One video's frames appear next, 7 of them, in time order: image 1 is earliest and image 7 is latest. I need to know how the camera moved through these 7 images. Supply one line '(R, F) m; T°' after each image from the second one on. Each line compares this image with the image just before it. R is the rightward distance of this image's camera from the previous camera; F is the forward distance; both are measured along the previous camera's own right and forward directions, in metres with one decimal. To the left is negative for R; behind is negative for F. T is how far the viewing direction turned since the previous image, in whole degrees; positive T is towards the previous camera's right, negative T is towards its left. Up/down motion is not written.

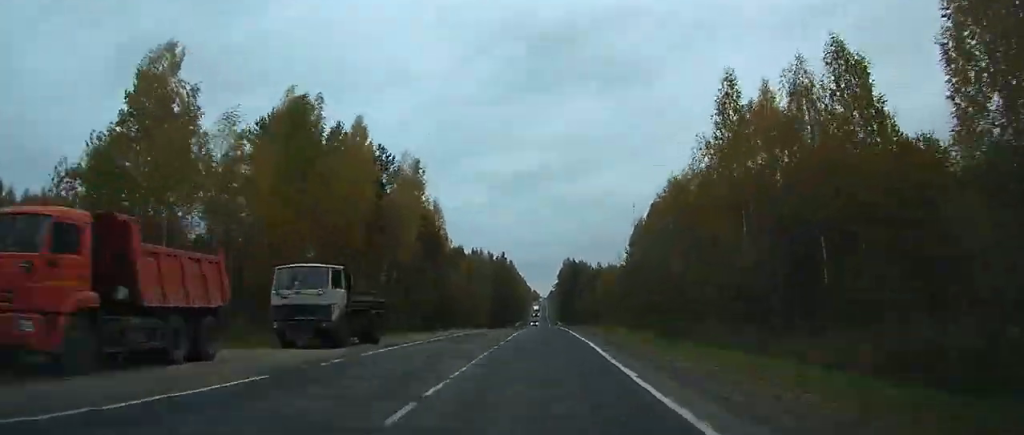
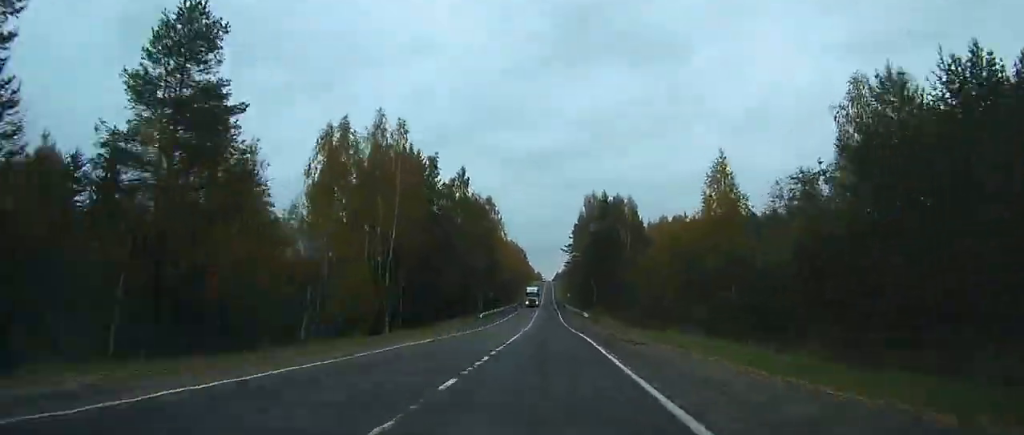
(-0.4, +87.1) m; -1°
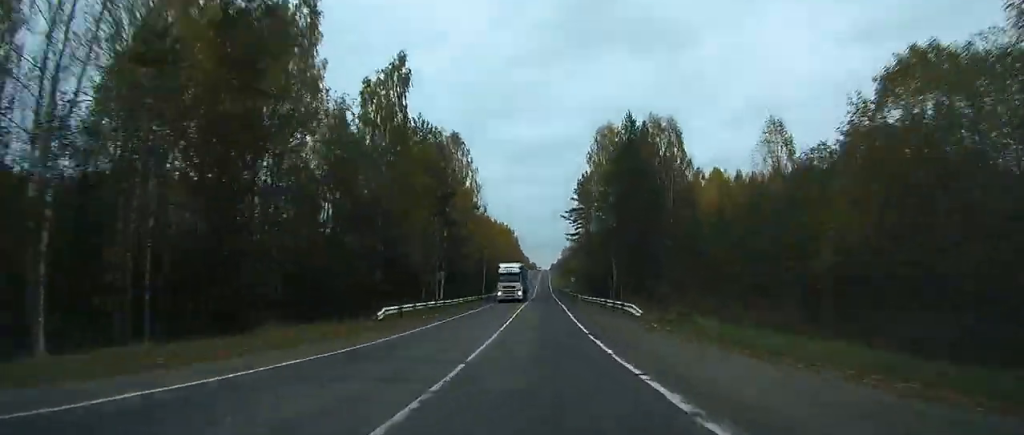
(0.0, +36.3) m; 0°
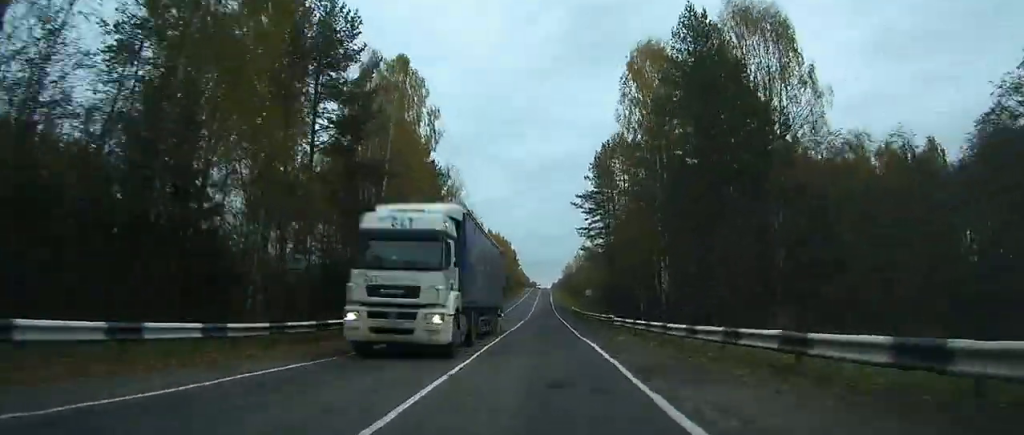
(0.0, +28.6) m; 0°
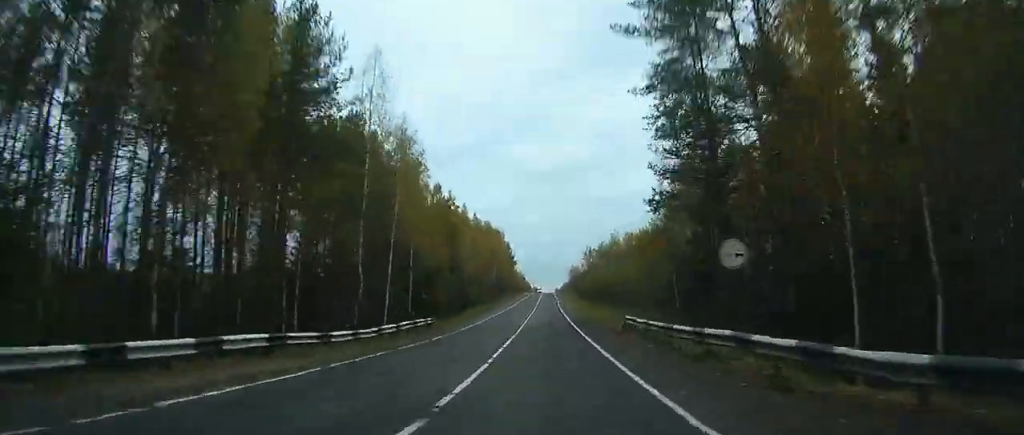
(0.0, +43.9) m; 0°
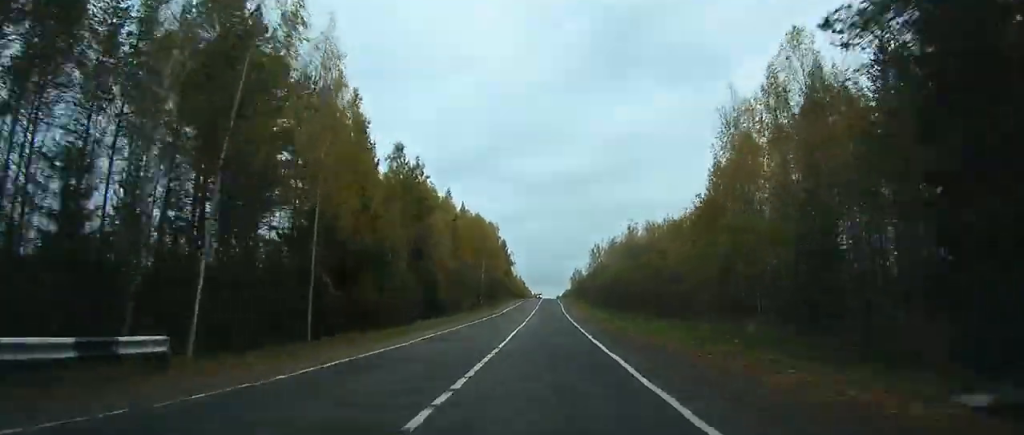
(0.0, +25.3) m; 0°
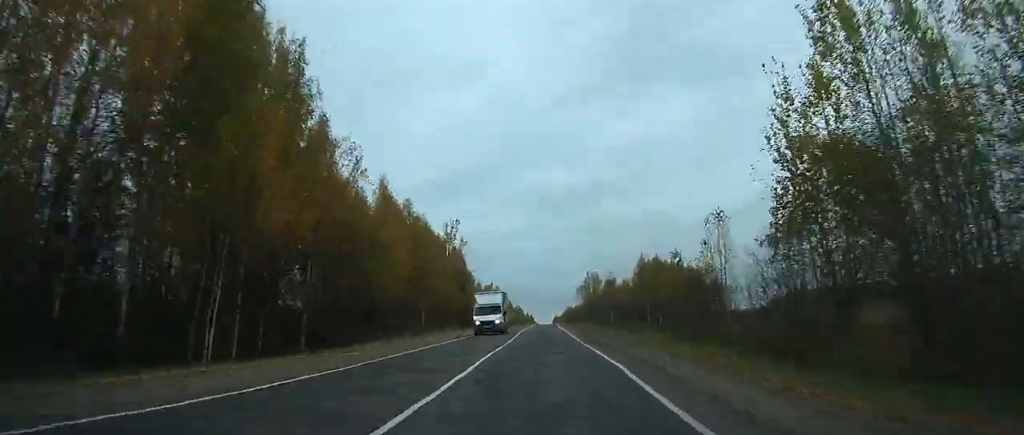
(+0.6, +142.7) m; 0°
